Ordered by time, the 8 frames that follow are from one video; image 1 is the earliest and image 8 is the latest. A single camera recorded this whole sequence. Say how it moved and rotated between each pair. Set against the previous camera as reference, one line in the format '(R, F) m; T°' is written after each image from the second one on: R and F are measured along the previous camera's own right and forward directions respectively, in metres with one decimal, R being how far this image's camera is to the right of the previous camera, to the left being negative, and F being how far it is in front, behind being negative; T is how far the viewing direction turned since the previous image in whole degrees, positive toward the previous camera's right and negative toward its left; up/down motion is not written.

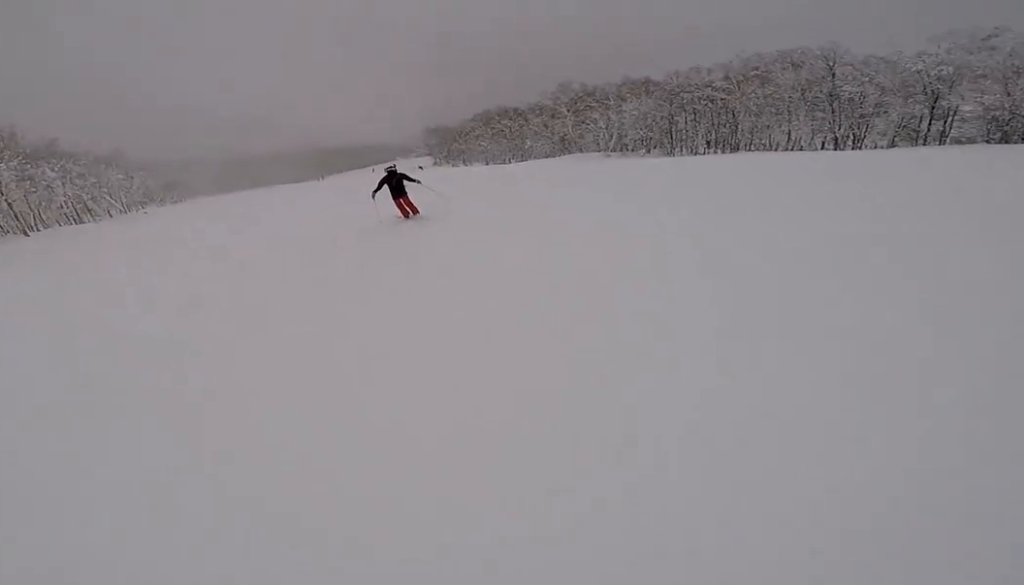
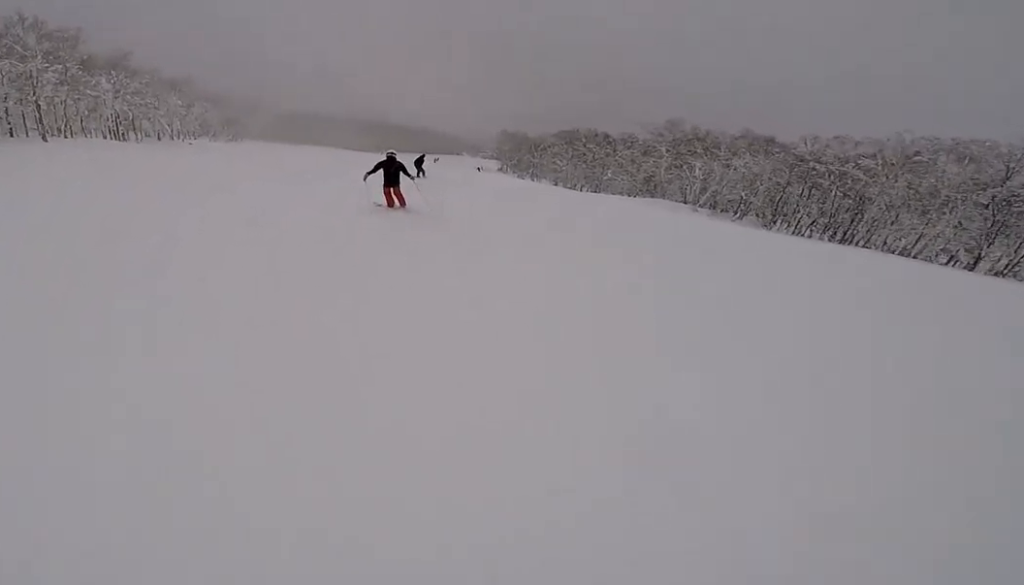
(+0.7, +6.4) m; -3°
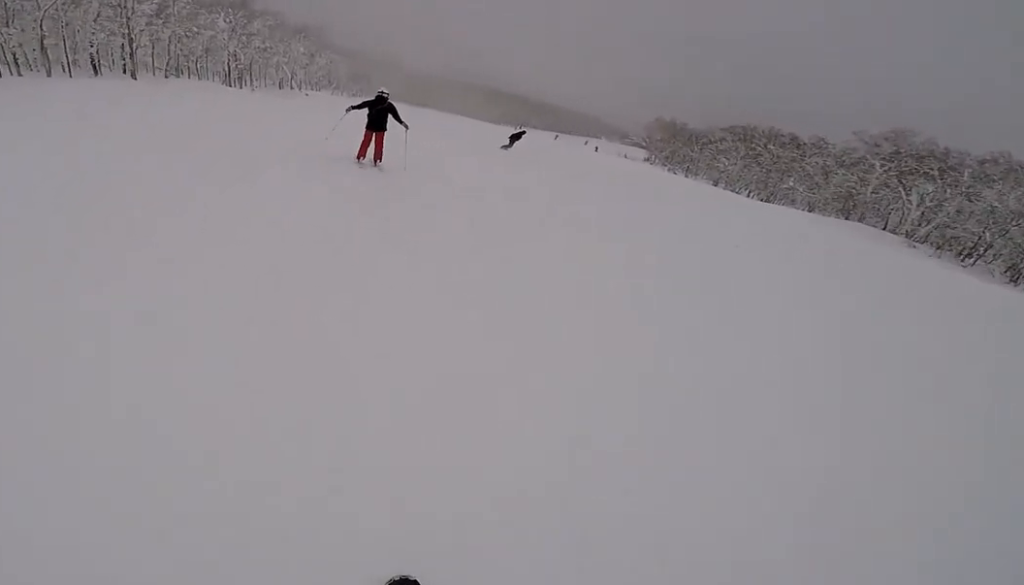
(-1.4, +9.0) m; -8°
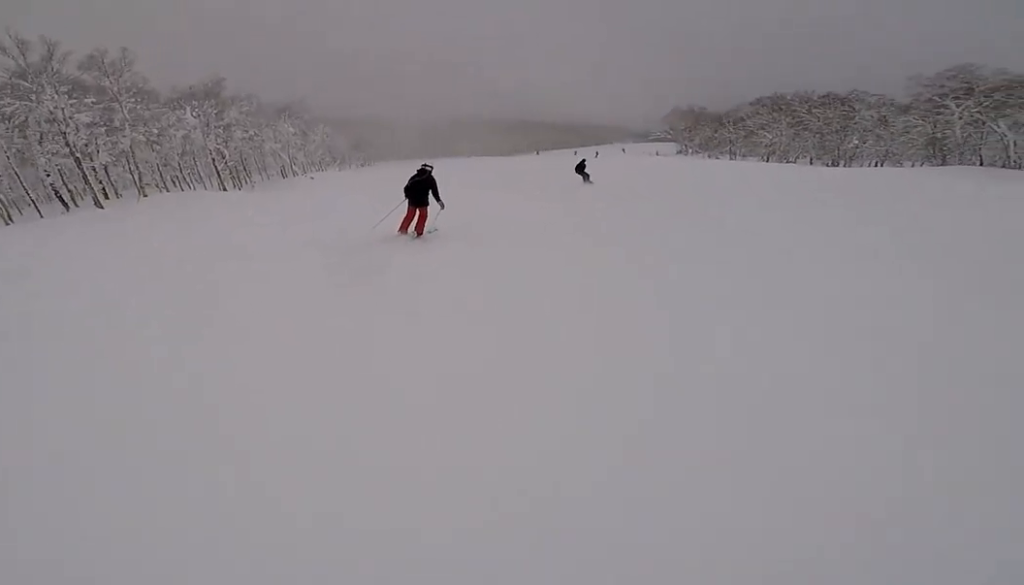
(-0.1, +8.3) m; +5°
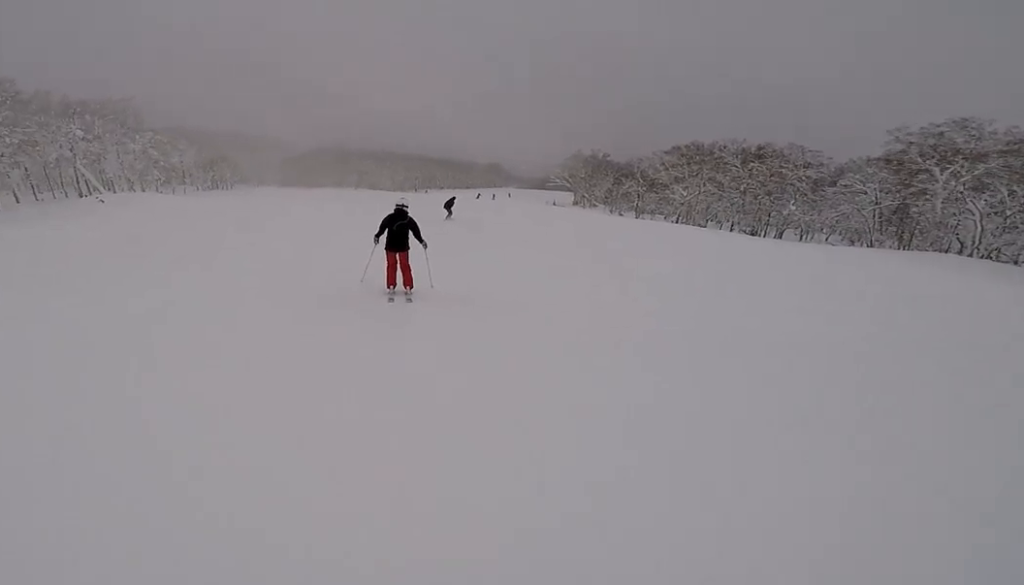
(+0.8, +19.4) m; -4°
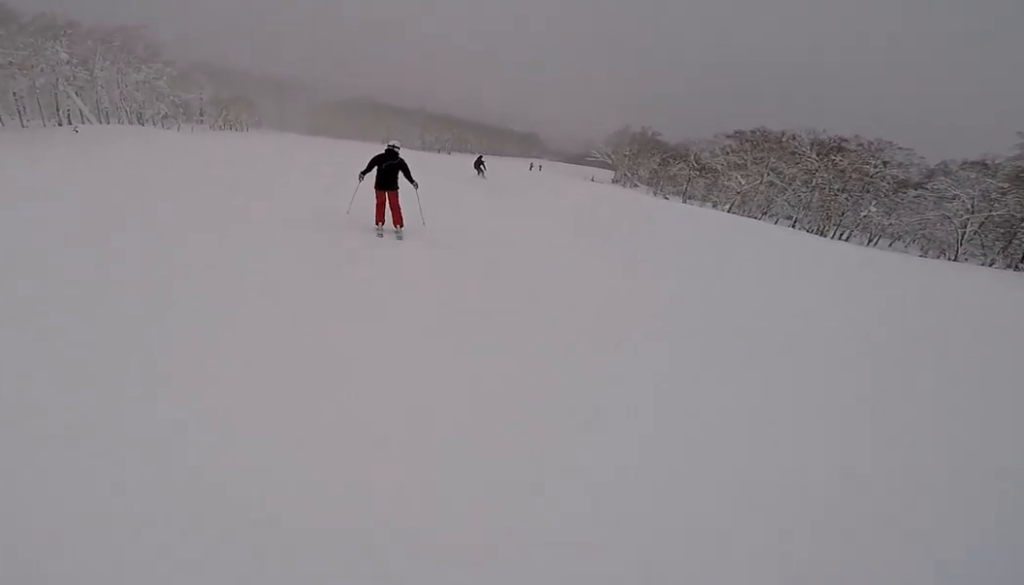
(-0.5, +7.4) m; -4°
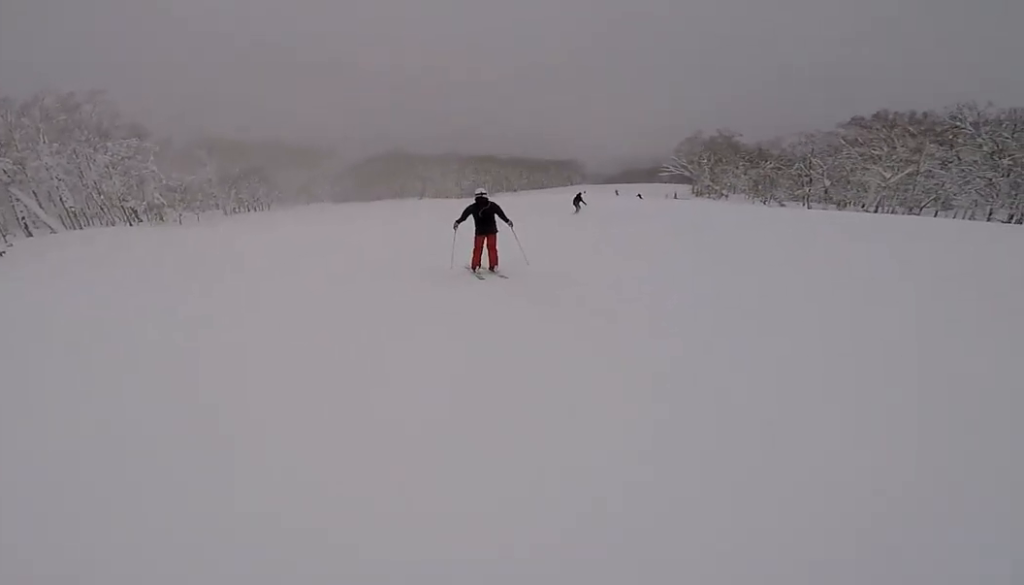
(+0.1, +15.5) m; +4°
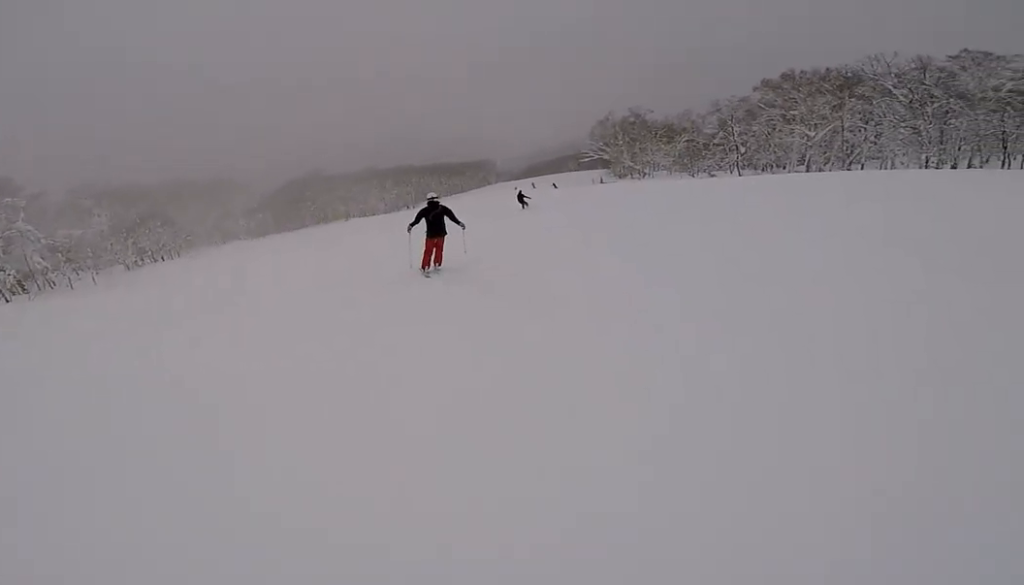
(+0.2, +6.4) m; +5°
